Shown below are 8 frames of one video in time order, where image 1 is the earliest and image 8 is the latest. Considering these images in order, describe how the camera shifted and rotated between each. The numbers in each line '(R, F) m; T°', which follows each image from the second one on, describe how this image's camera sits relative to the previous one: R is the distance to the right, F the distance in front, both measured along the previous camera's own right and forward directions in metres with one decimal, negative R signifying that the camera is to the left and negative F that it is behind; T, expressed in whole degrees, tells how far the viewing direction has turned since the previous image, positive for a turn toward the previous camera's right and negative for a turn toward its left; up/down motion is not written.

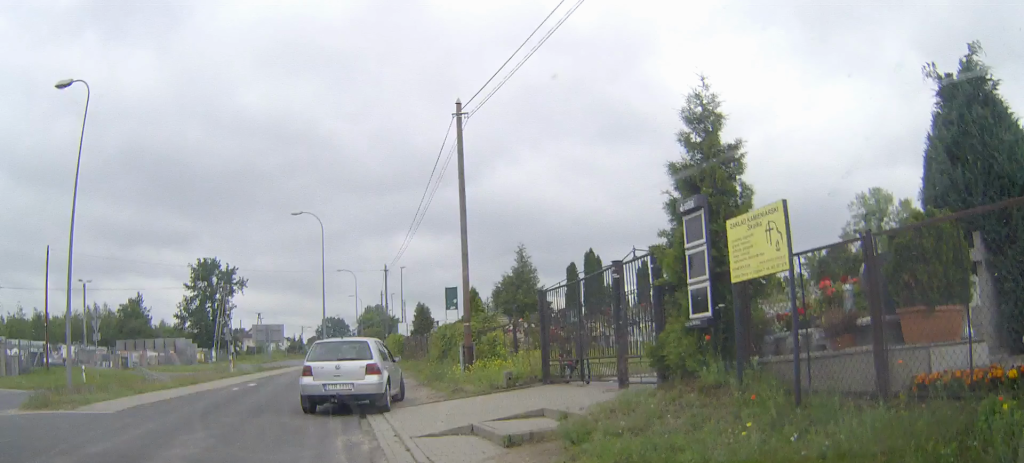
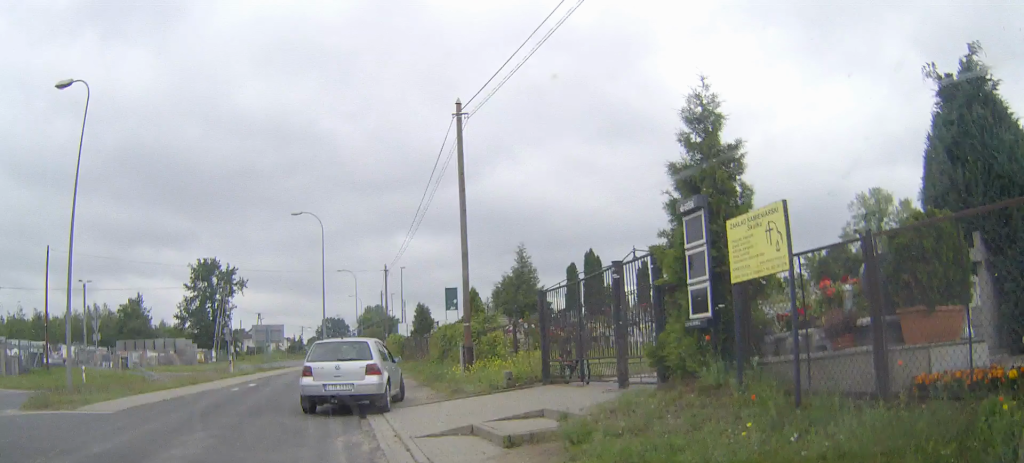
(0.0, 0.0) m; 0°
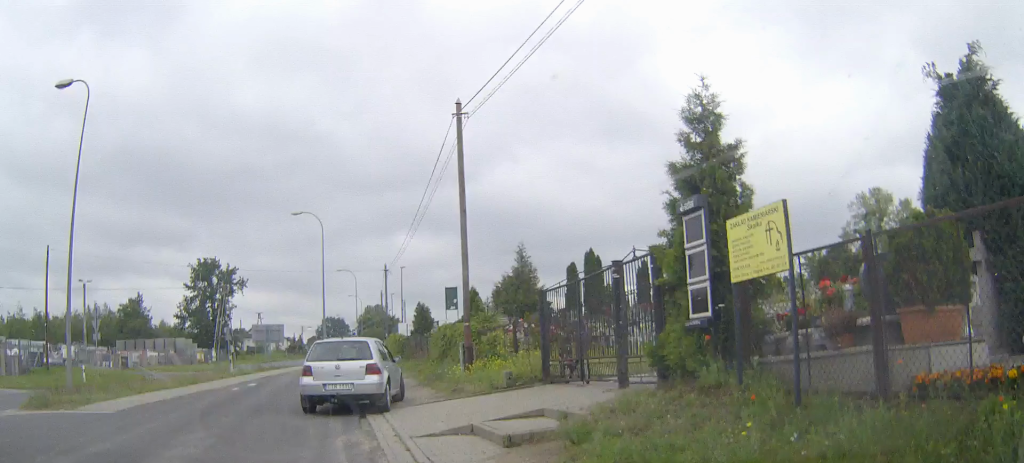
(0.0, 0.0) m; 0°
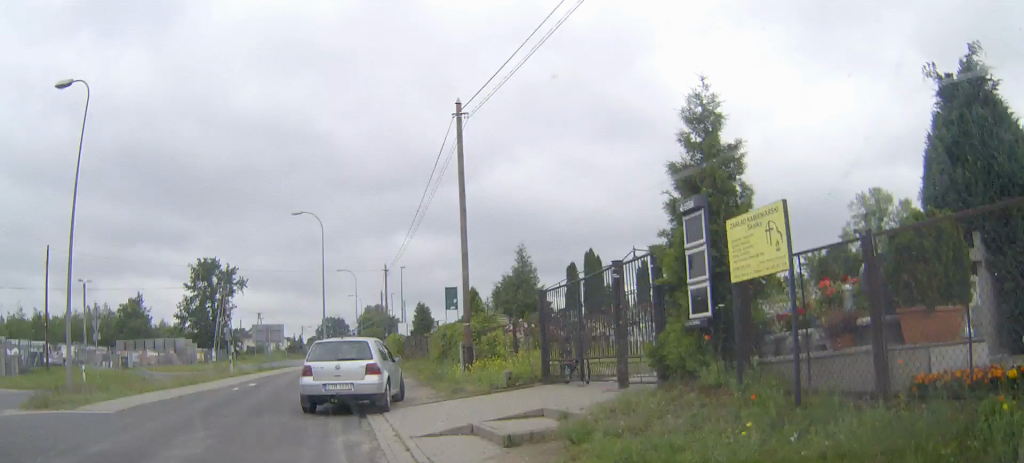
(0.0, 0.0) m; 0°
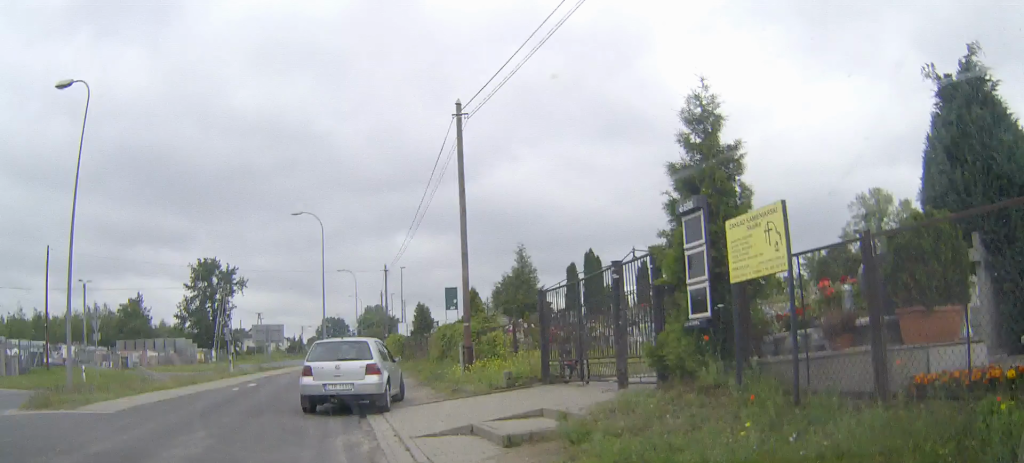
(0.0, 0.0) m; 0°
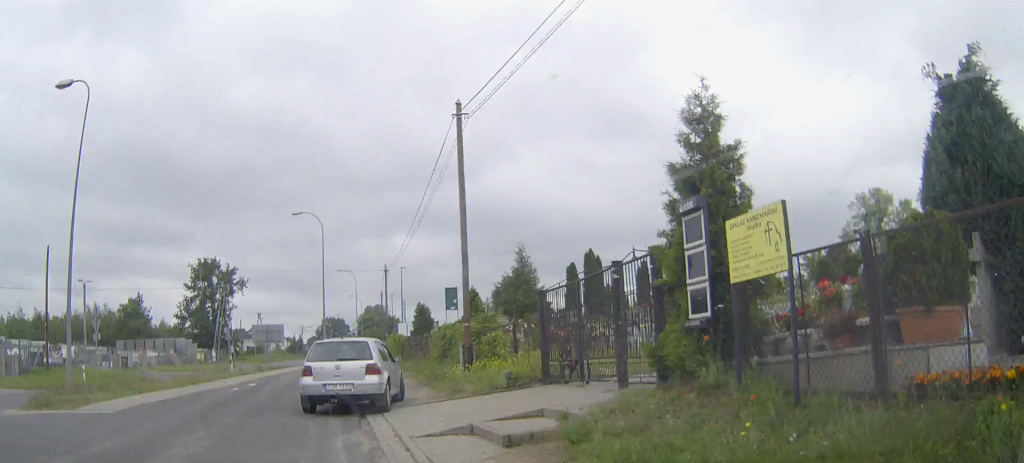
(0.0, 0.0) m; 0°
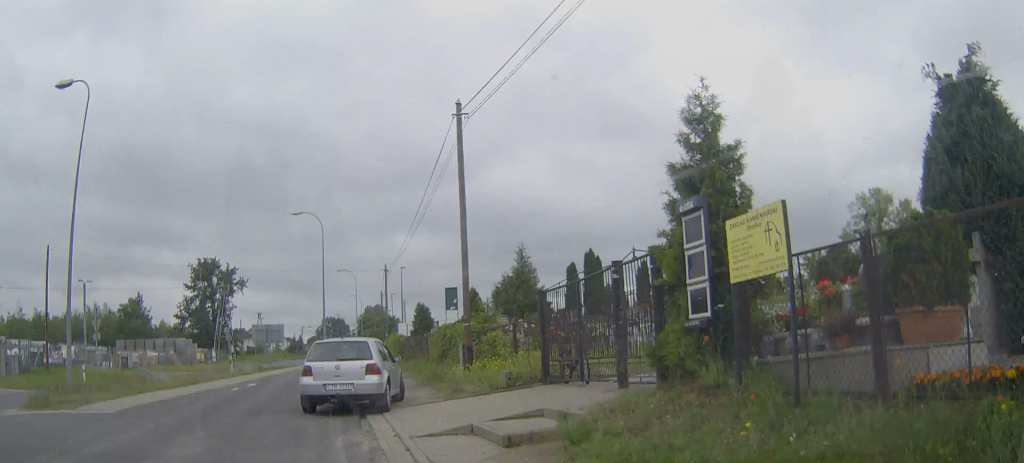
(0.0, 0.0) m; 0°
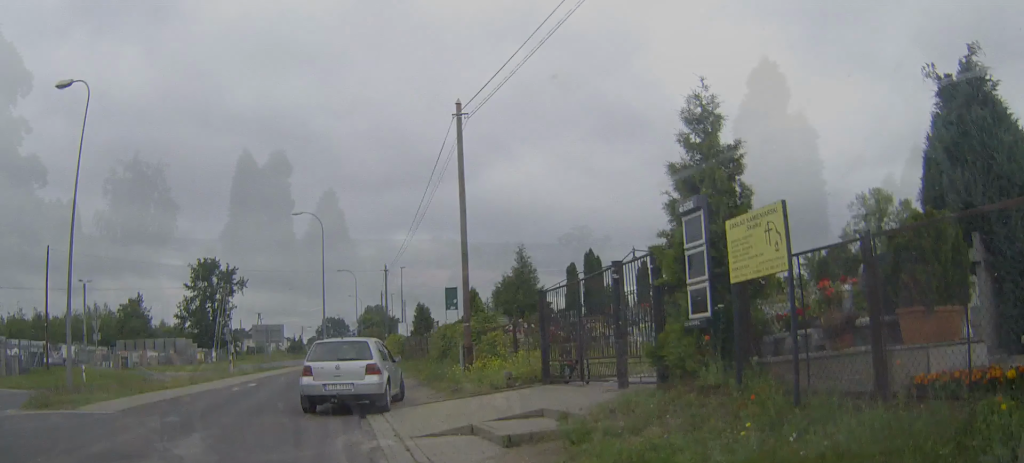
(0.0, 0.0) m; 0°
